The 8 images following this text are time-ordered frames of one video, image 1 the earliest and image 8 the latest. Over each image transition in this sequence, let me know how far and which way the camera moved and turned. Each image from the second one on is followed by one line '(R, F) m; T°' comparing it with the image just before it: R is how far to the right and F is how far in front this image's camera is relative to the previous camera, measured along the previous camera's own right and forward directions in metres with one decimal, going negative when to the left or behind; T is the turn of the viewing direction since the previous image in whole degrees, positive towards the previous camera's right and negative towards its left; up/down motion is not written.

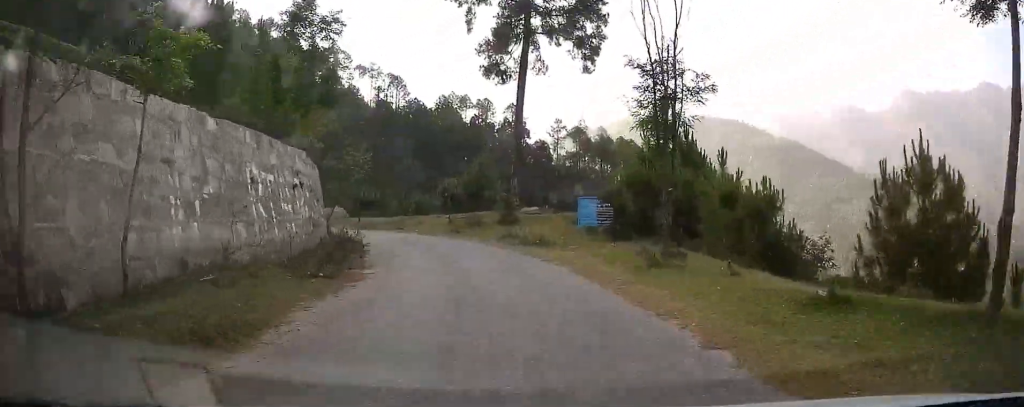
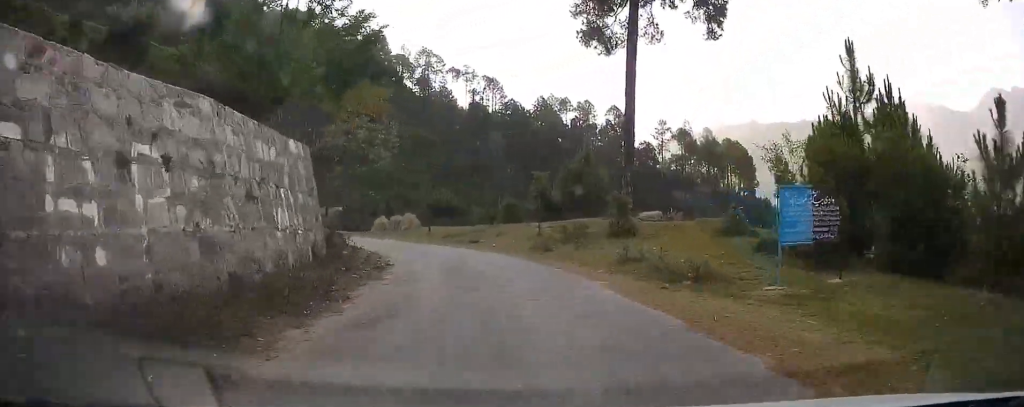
(-0.7, +9.6) m; -10°
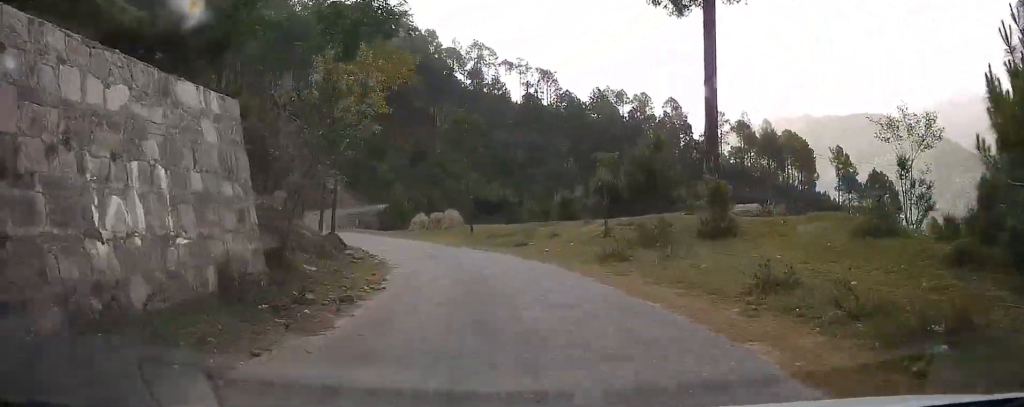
(-0.4, +5.8) m; -6°
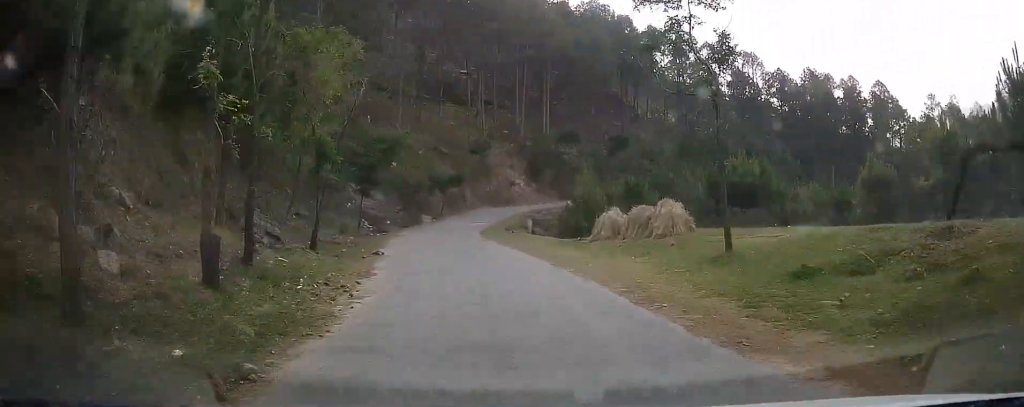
(-3.2, +18.6) m; -18°
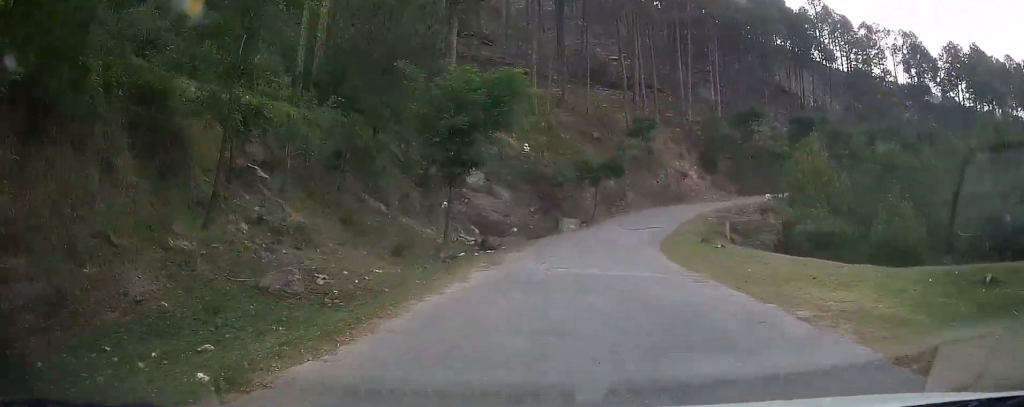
(-1.7, +17.3) m; -10°
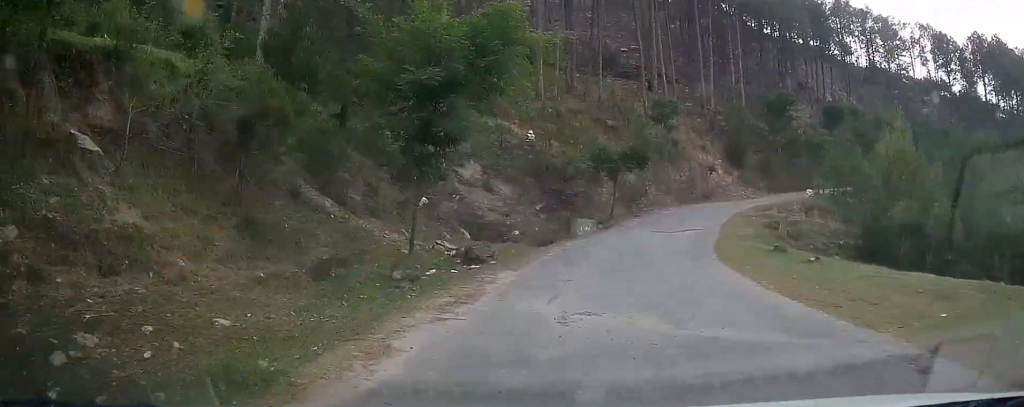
(-0.6, +7.1) m; -1°
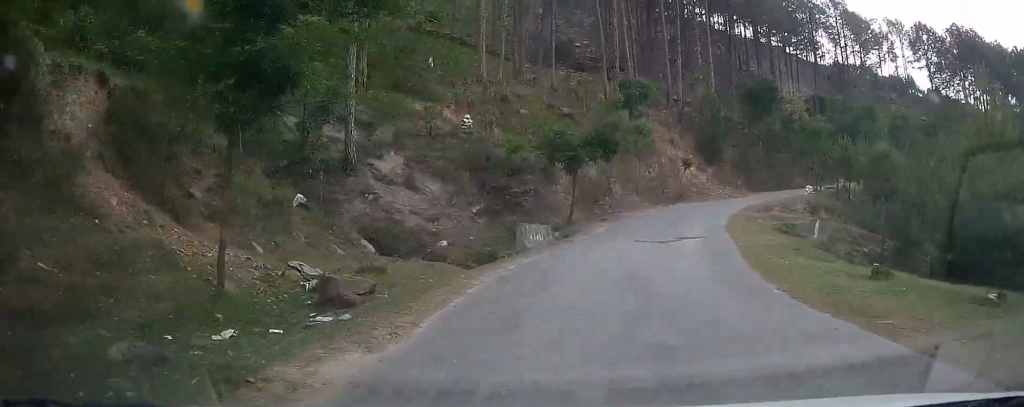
(-0.2, +7.5) m; +1°
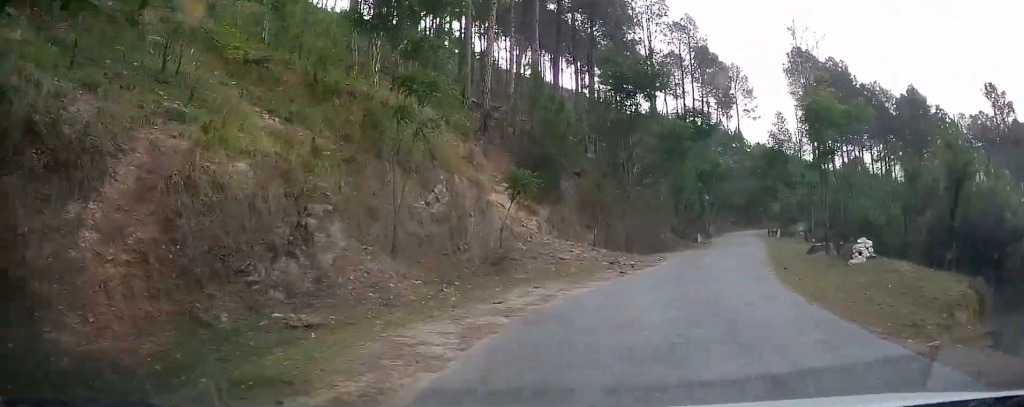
(+2.8, +23.5) m; +23°
